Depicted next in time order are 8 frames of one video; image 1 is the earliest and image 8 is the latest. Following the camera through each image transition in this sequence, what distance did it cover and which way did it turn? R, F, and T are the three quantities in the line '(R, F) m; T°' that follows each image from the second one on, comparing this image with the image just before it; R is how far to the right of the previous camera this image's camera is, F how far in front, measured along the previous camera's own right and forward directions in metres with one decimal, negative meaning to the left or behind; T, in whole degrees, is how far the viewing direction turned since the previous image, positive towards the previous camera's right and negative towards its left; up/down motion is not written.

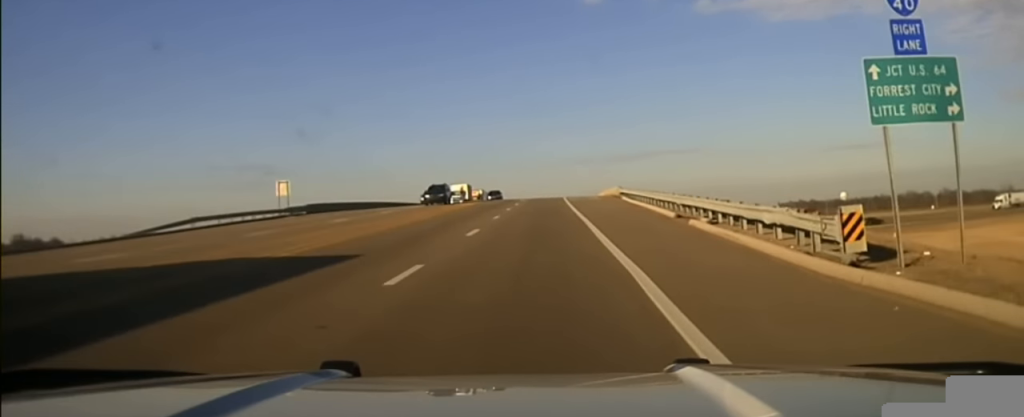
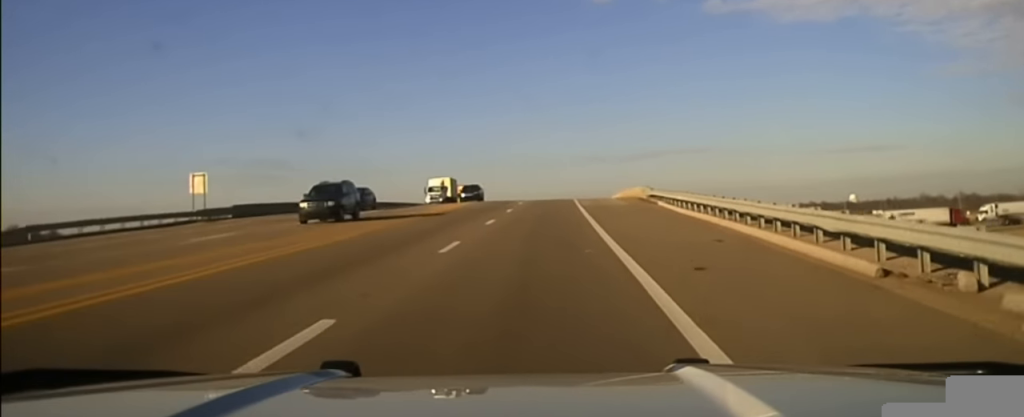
(+0.1, +17.4) m; 0°
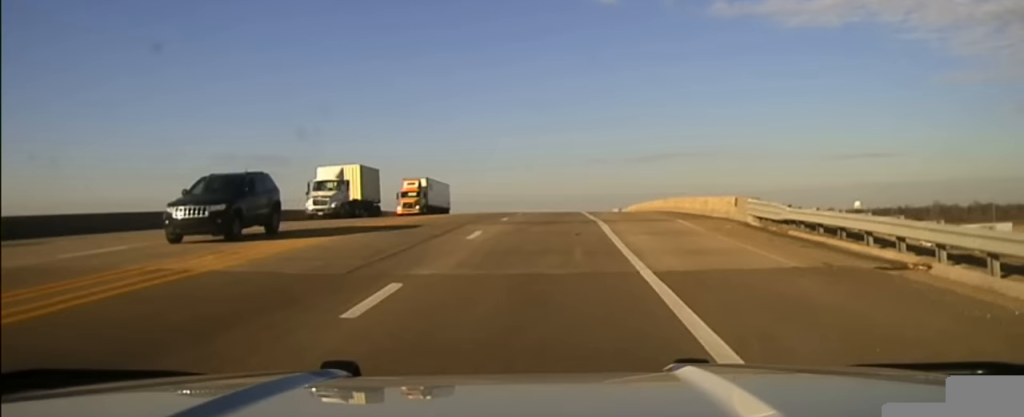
(0.0, +28.0) m; 0°
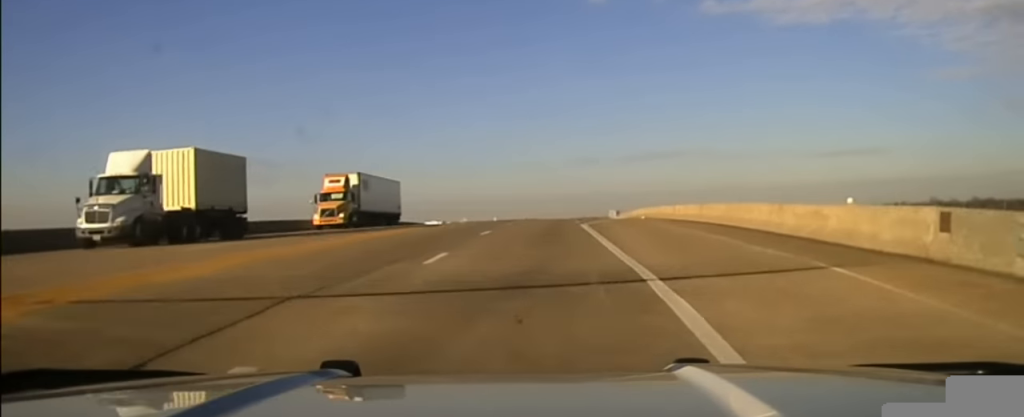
(0.0, +16.4) m; 0°
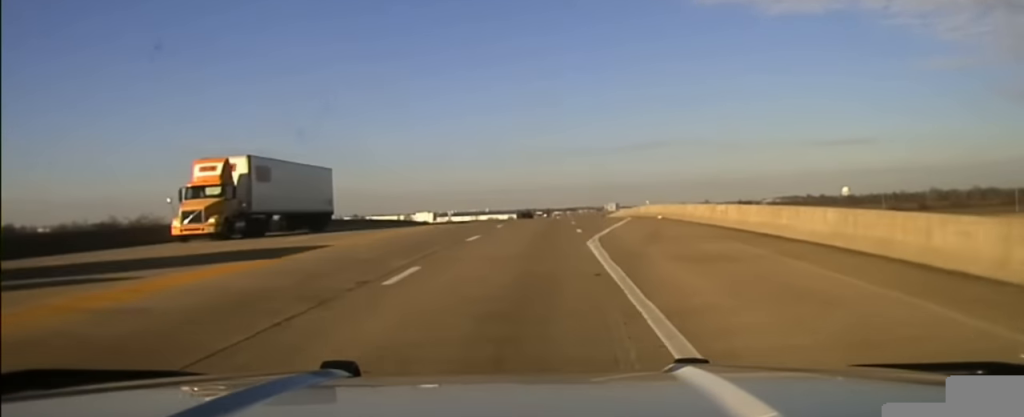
(0.0, +13.1) m; 0°
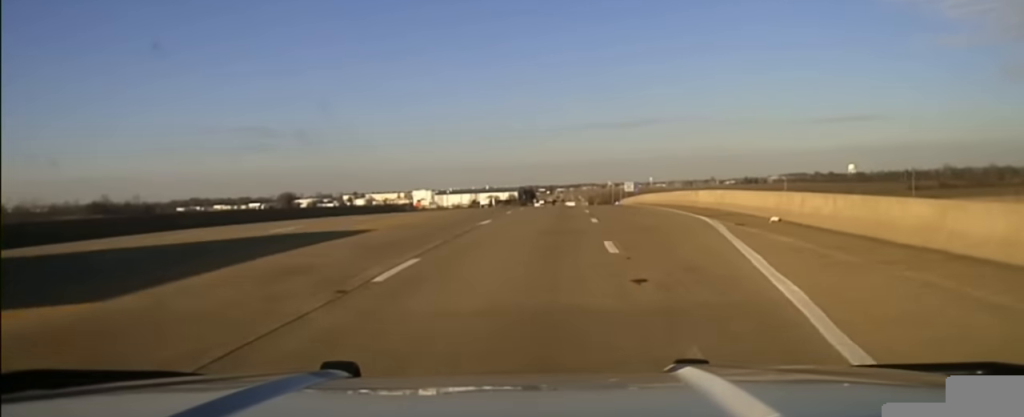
(+0.1, +27.6) m; 0°
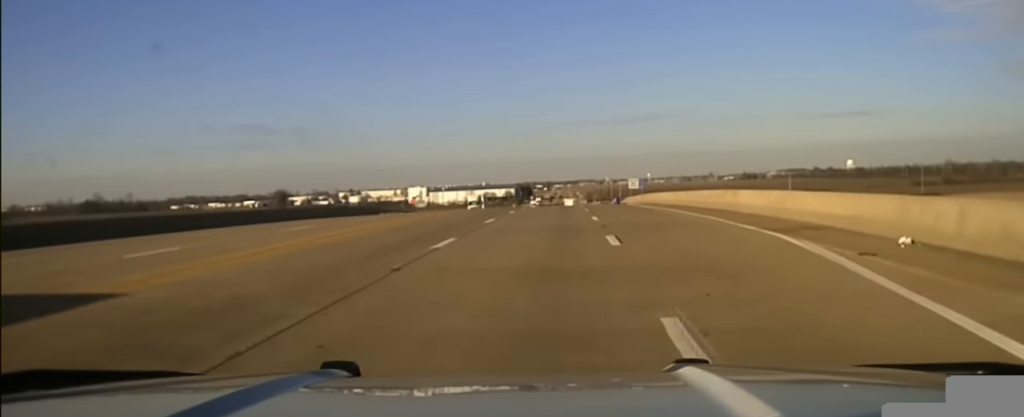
(0.0, +14.6) m; 0°
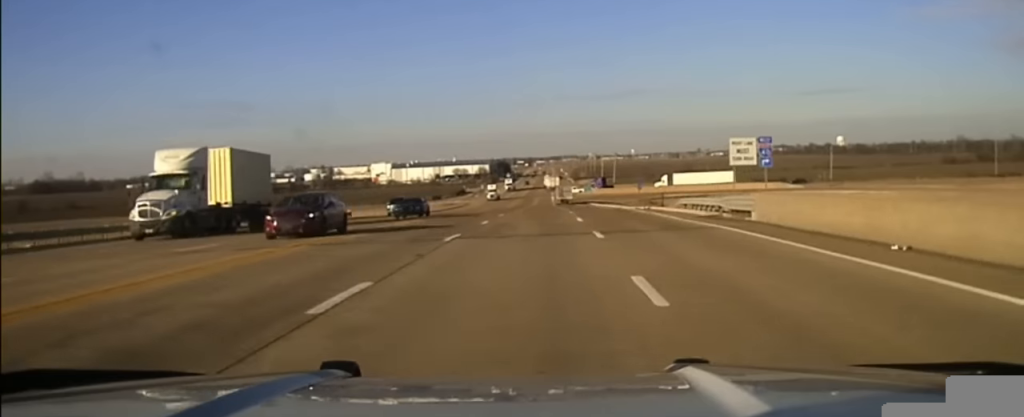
(+1.1, +80.1) m; +2°
